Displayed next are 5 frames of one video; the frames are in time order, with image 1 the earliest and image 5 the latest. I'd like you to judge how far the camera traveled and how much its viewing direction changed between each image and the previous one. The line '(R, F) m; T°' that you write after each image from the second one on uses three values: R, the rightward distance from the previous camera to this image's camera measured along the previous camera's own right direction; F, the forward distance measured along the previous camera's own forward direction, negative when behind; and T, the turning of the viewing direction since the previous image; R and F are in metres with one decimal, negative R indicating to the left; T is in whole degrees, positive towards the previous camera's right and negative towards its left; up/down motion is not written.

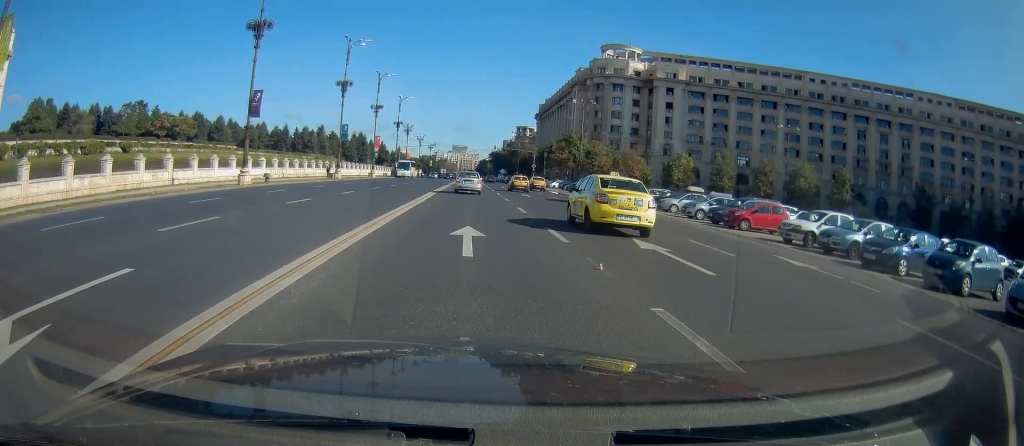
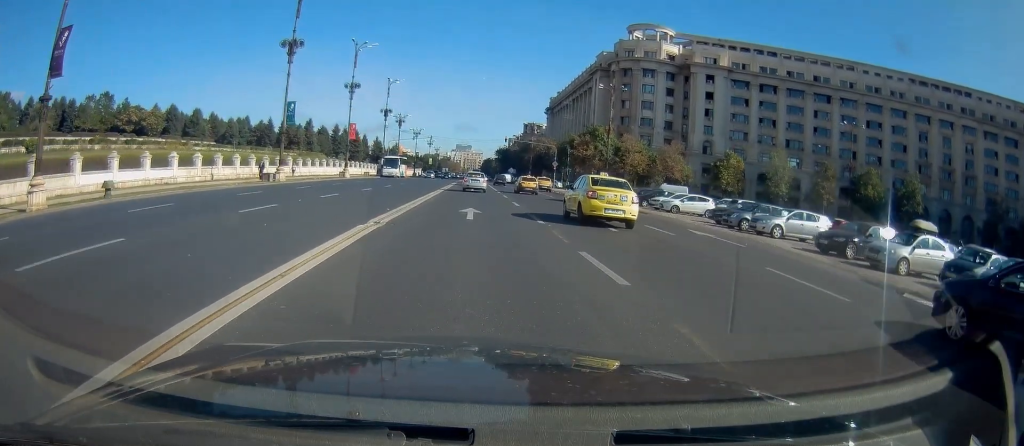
(-0.3, +22.9) m; -1°
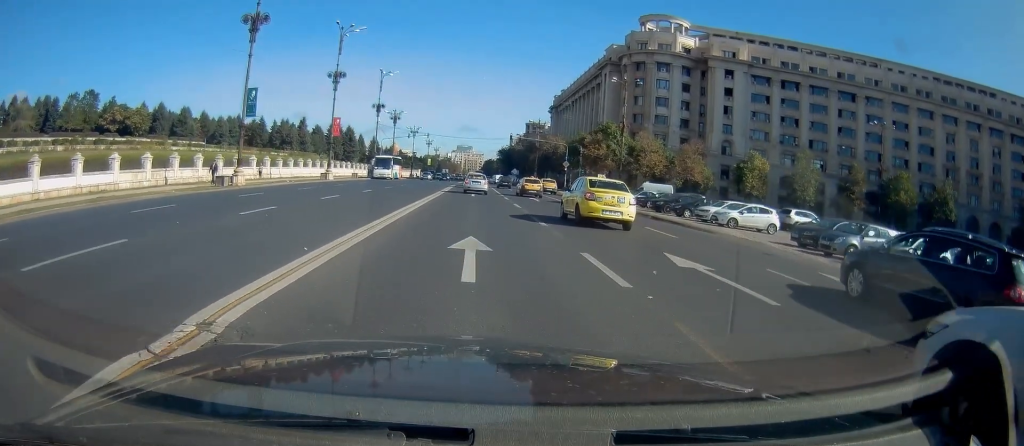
(0.0, +9.1) m; 0°
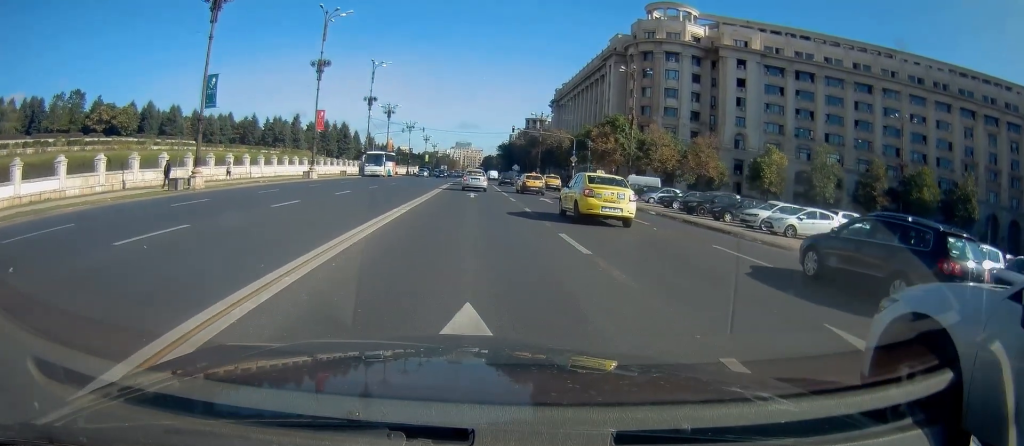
(0.0, +6.2) m; 0°
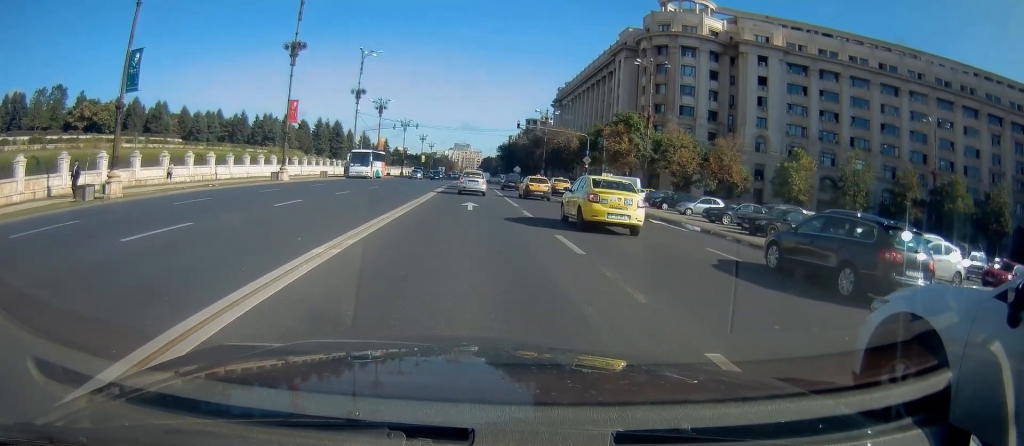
(+0.1, +8.7) m; +1°
